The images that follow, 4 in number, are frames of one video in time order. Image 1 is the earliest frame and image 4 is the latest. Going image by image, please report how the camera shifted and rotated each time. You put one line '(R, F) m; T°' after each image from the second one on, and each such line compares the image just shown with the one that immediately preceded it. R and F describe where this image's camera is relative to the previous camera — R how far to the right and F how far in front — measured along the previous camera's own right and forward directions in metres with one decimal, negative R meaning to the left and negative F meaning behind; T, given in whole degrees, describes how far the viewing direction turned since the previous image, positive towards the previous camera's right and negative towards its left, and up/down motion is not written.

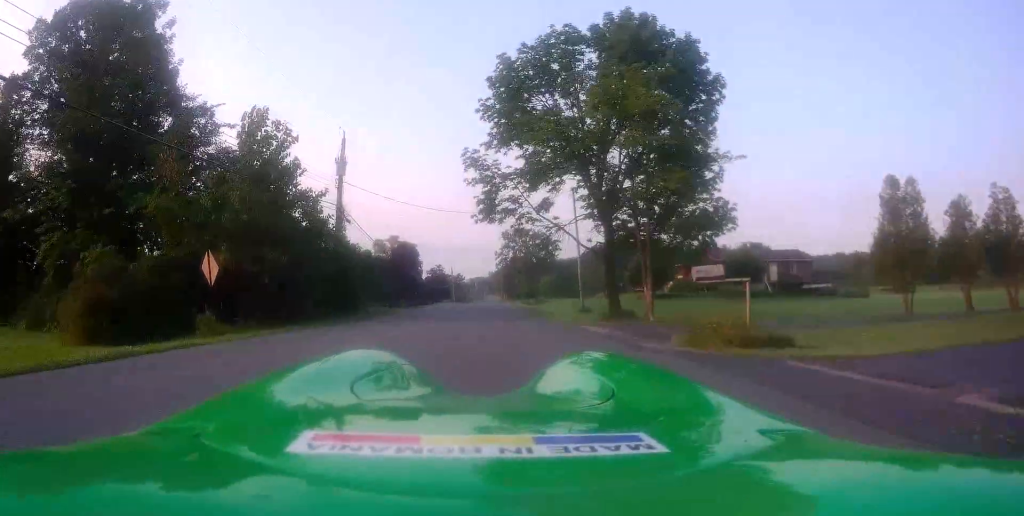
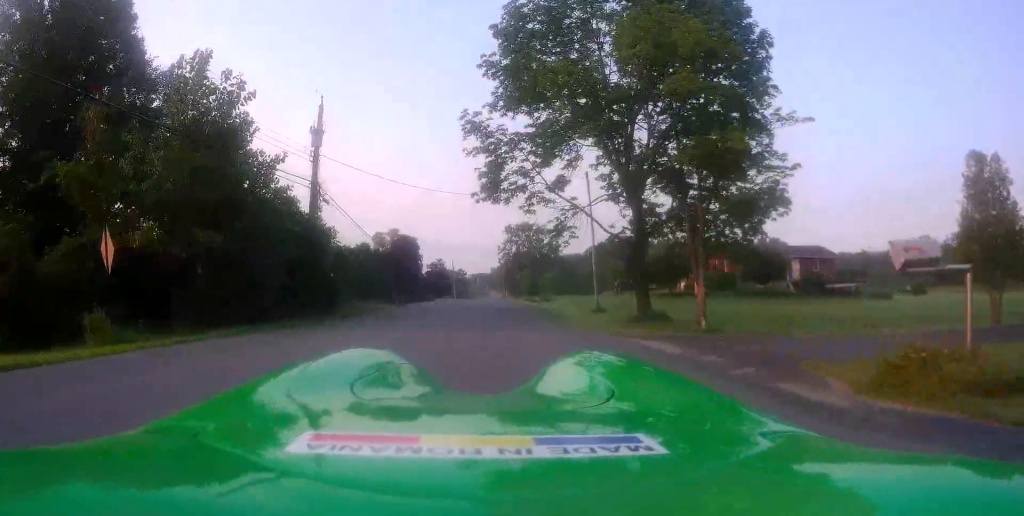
(0.0, +4.6) m; +1°
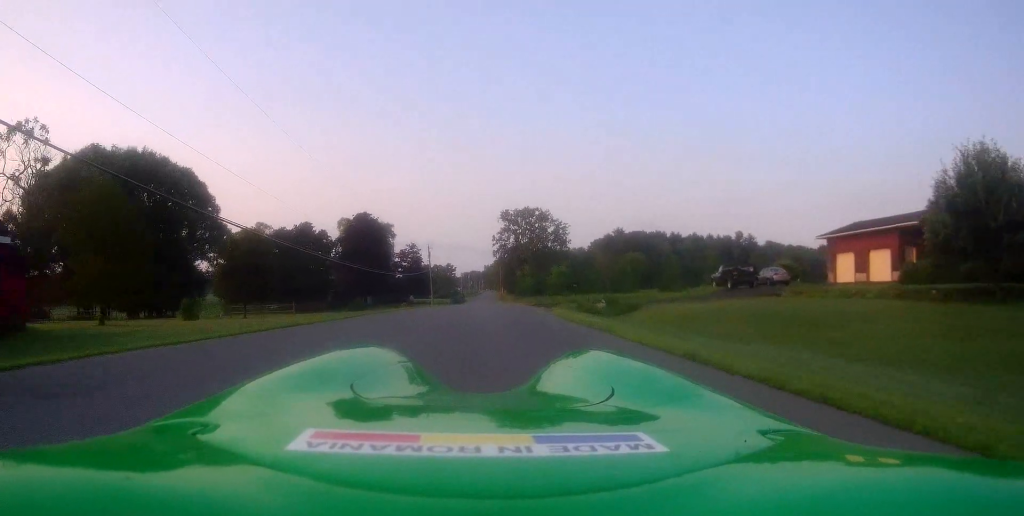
(-1.0, +37.2) m; -5°
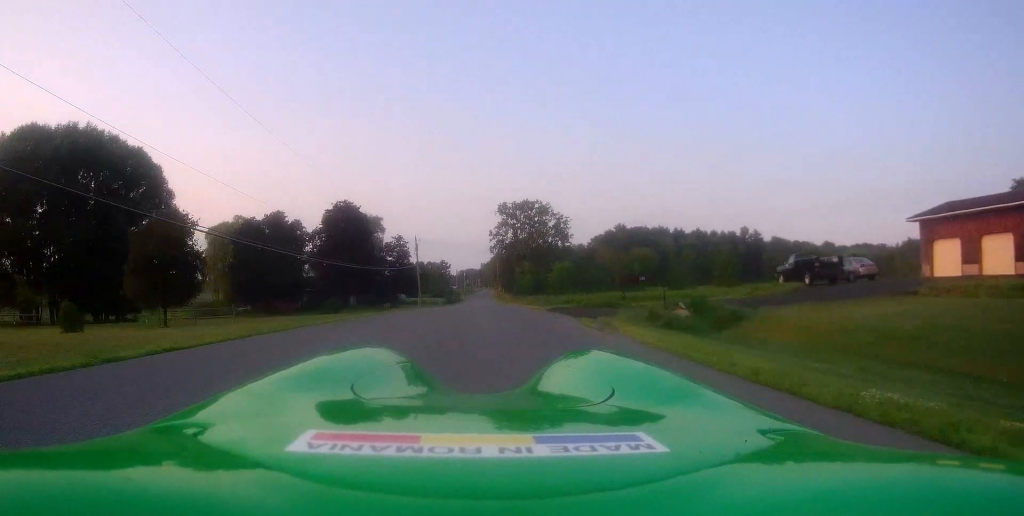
(-0.4, +11.7) m; -2°
